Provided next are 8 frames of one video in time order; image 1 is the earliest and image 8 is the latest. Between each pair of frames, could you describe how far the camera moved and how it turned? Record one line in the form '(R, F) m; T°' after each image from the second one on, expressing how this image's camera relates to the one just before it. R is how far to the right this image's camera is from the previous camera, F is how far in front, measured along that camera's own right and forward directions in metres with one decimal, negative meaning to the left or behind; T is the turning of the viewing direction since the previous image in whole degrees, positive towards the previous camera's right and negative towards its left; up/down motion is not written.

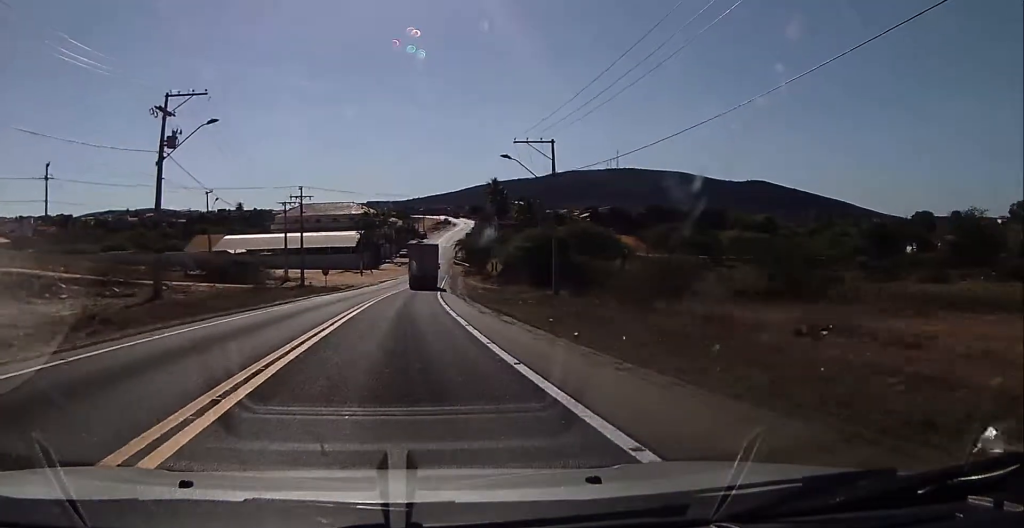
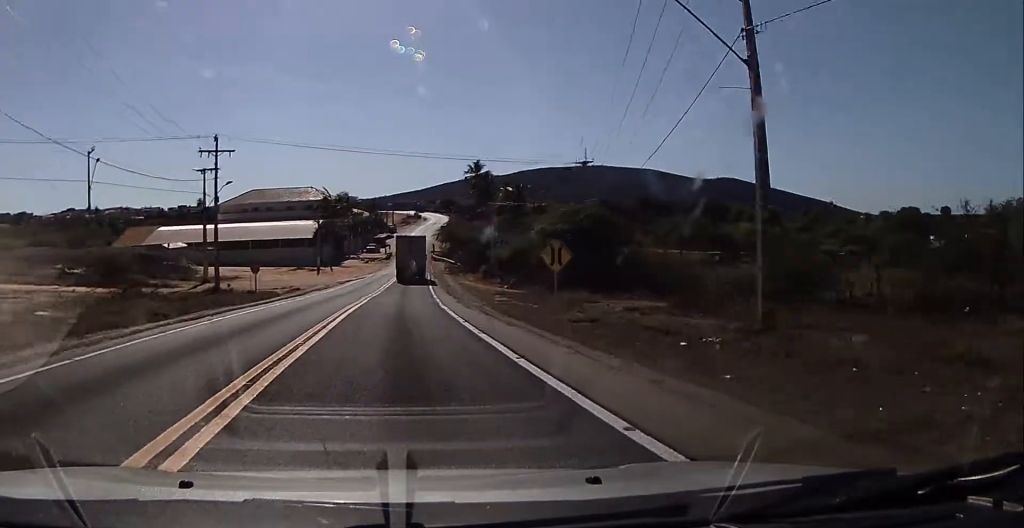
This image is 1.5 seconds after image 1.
(+0.3, +24.4) m; +2°
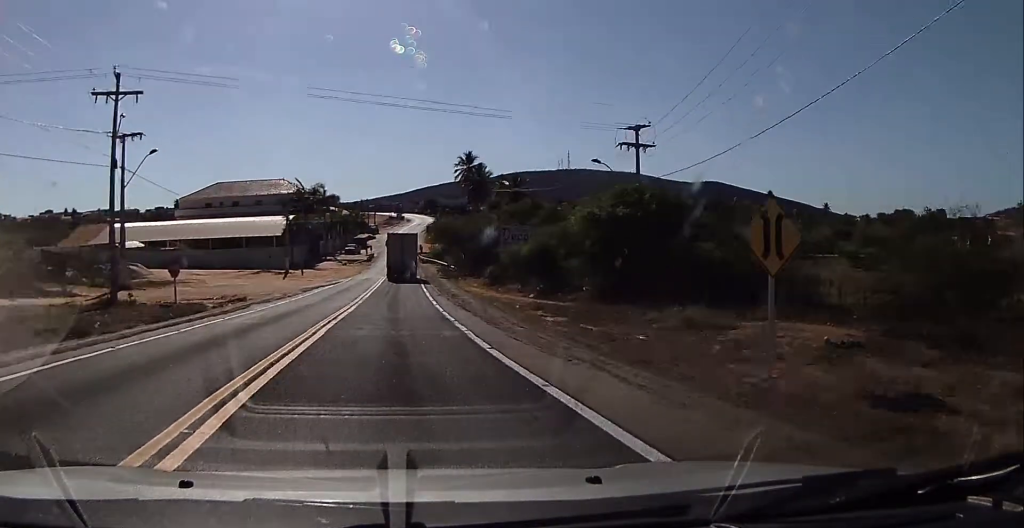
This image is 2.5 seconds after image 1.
(+0.3, +15.0) m; +2°
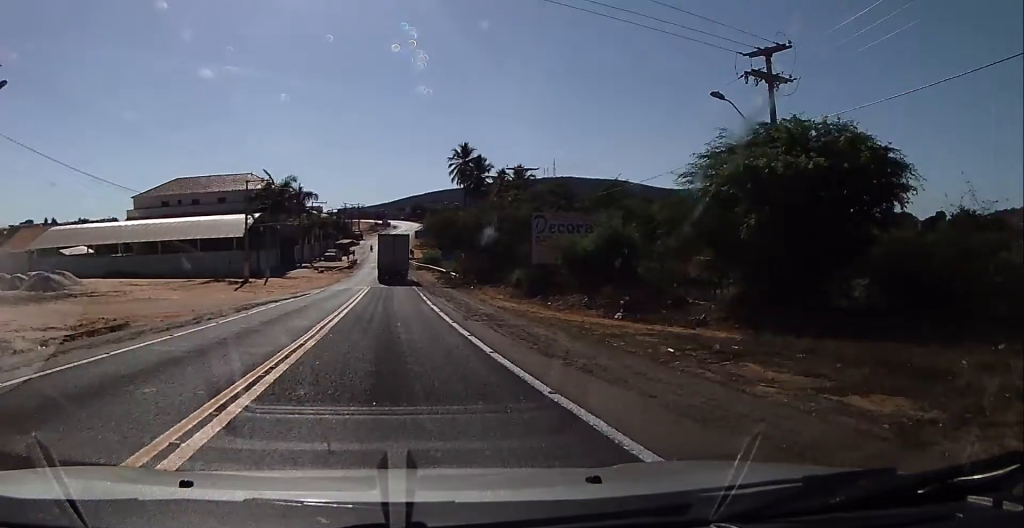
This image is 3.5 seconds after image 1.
(+0.2, +16.3) m; +1°
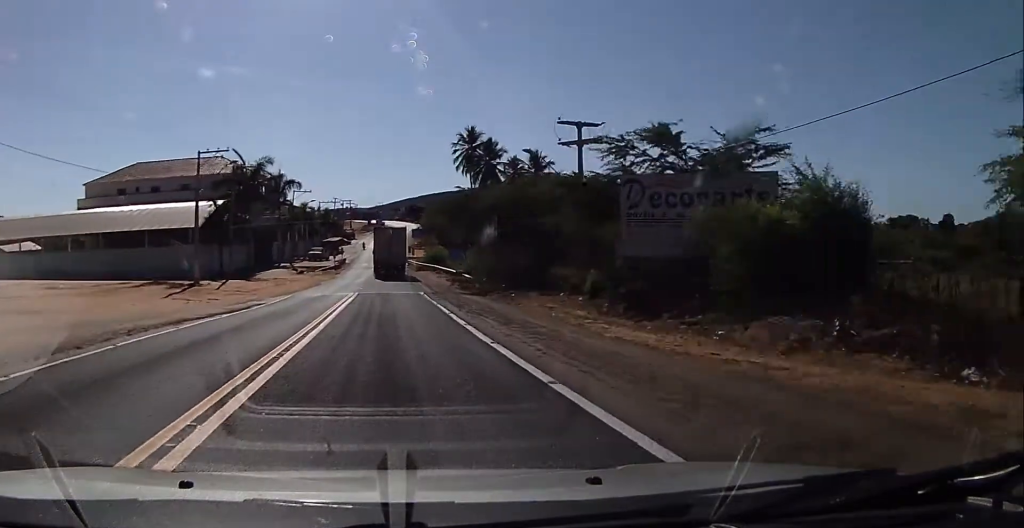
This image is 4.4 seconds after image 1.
(+0.1, +15.4) m; +1°
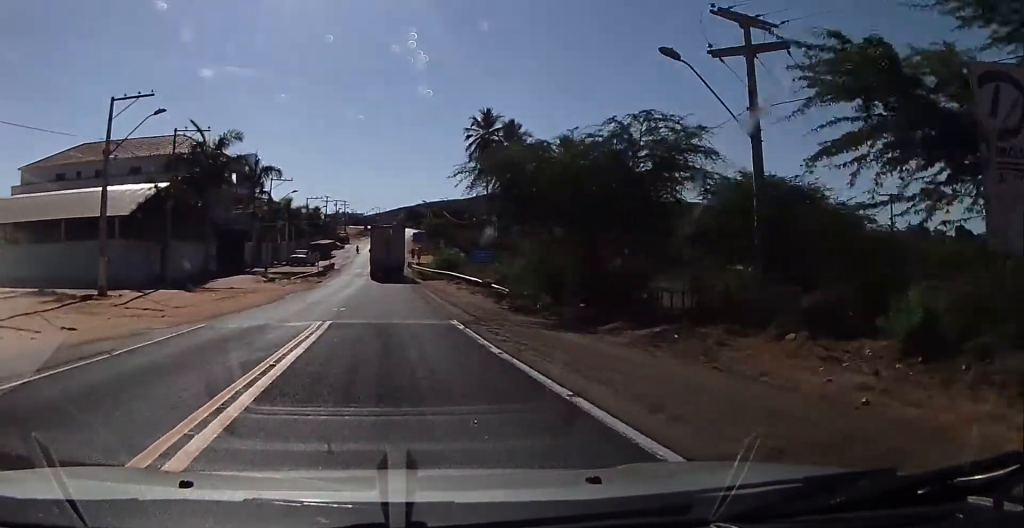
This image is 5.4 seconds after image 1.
(+0.1, +16.6) m; 0°
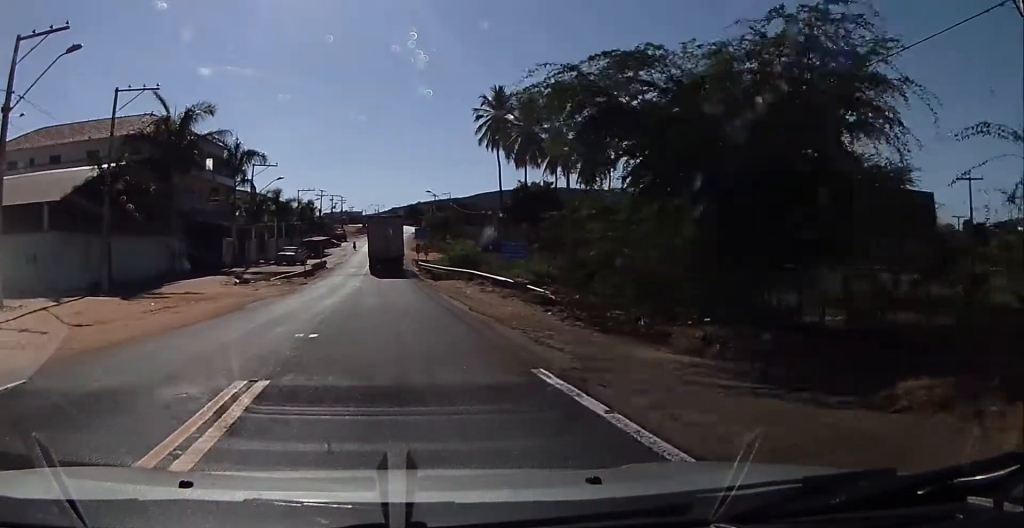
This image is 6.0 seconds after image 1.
(-0.2, +10.0) m; 0°
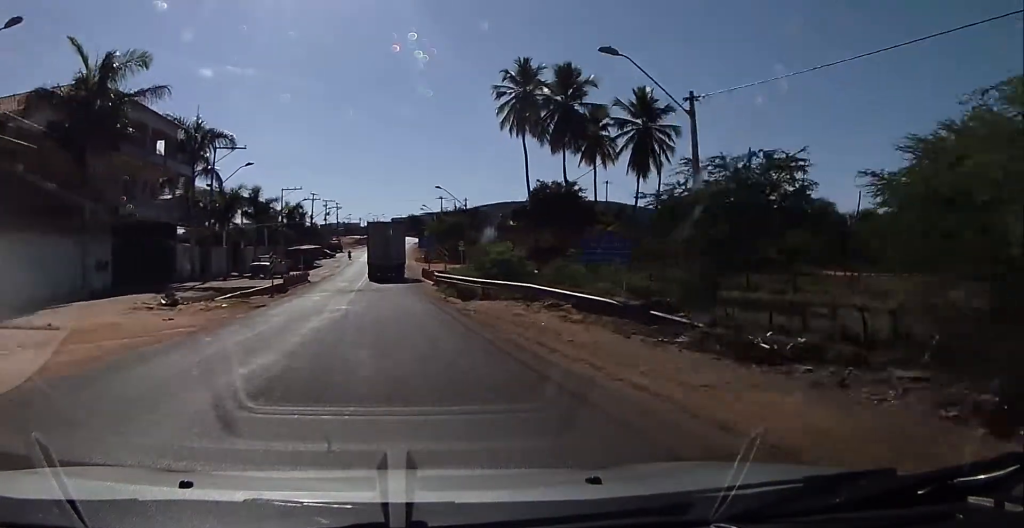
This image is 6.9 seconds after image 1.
(+0.4, +14.7) m; +1°
